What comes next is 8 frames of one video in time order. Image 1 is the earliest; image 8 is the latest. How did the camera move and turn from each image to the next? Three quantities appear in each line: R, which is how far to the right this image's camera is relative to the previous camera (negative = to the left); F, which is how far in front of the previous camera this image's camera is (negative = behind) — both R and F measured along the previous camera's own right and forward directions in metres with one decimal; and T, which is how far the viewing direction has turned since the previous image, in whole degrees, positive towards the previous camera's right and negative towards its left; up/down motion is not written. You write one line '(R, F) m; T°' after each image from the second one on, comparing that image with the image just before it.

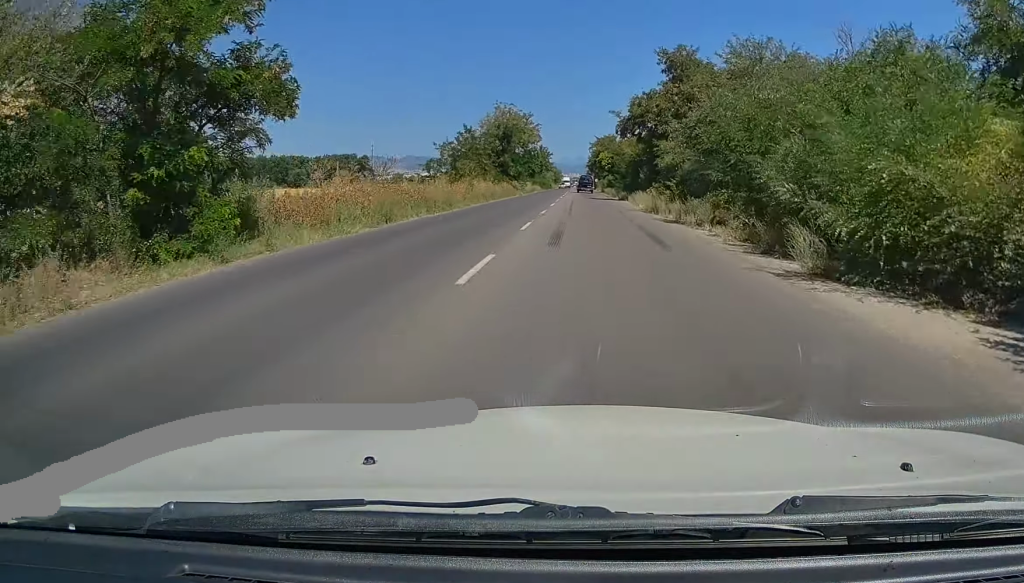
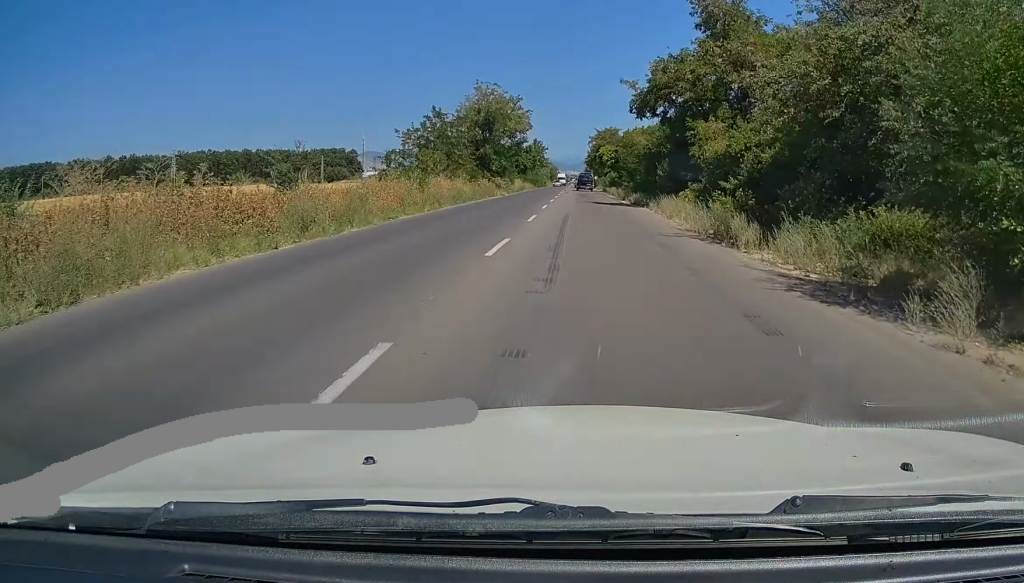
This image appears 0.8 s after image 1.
(0.0, +15.3) m; 0°
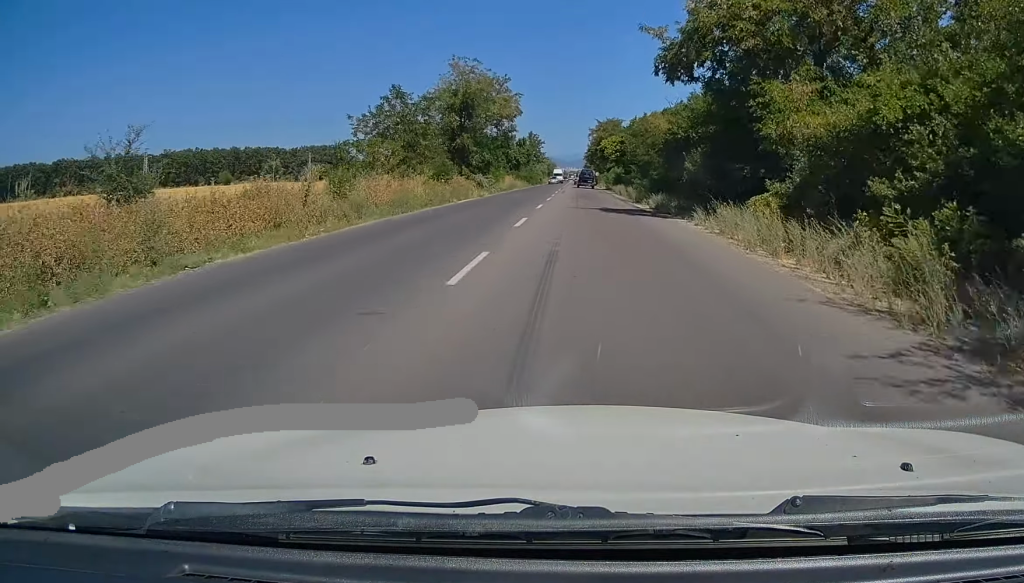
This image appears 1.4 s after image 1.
(0.0, +12.6) m; 0°
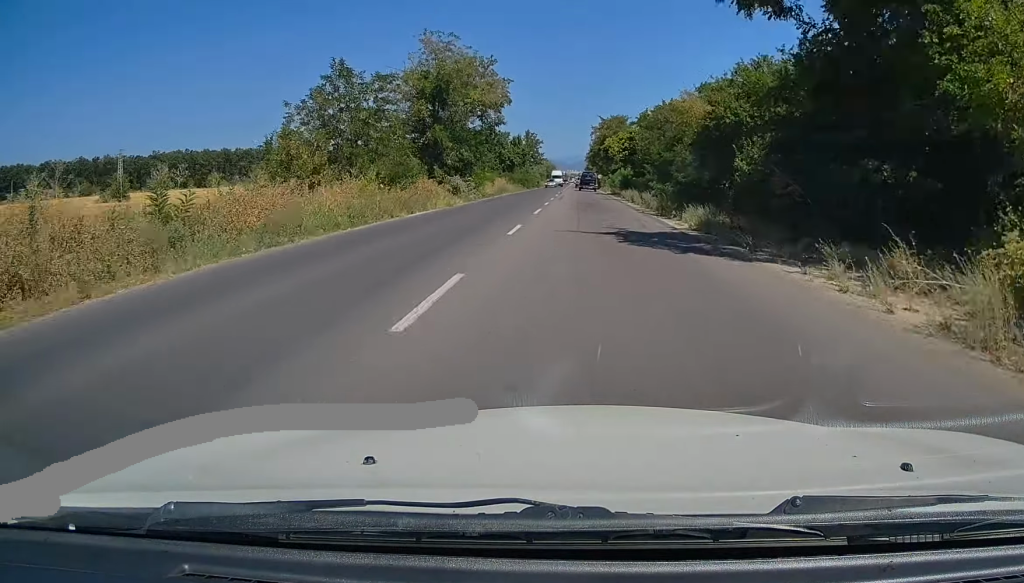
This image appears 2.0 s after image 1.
(+0.1, +11.0) m; 0°
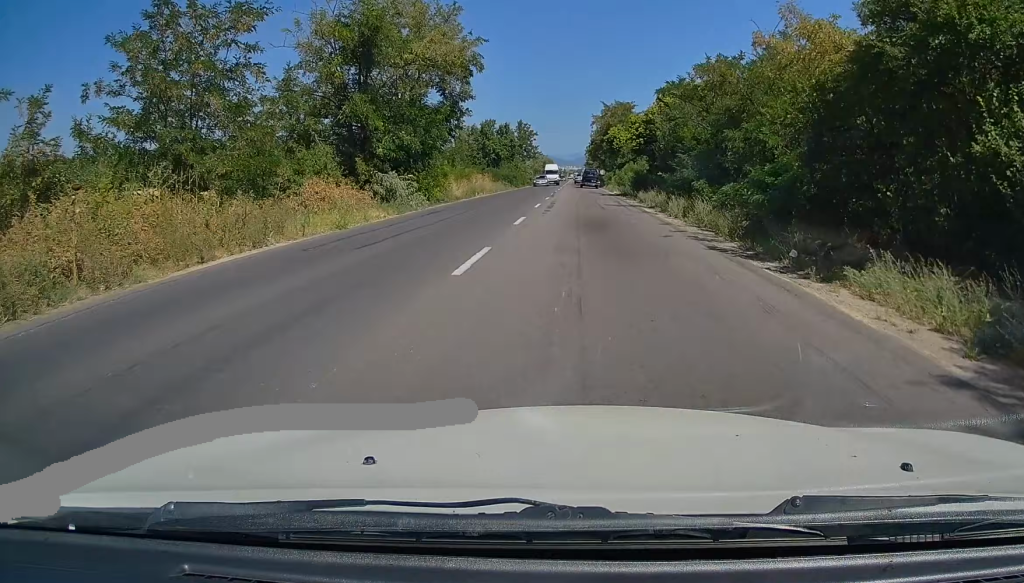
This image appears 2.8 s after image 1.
(+0.1, +15.3) m; 0°
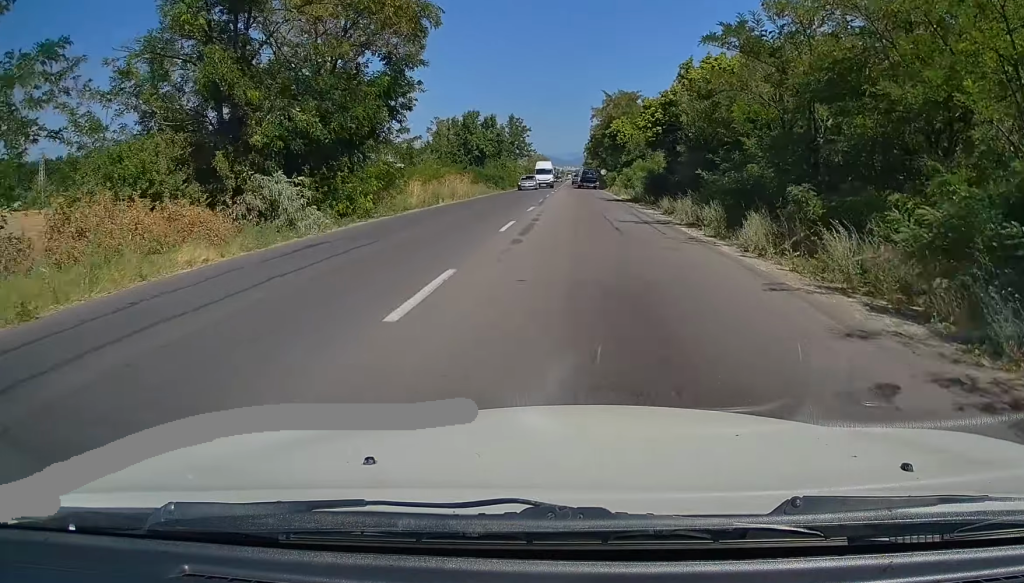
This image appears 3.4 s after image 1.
(0.0, +11.3) m; 0°
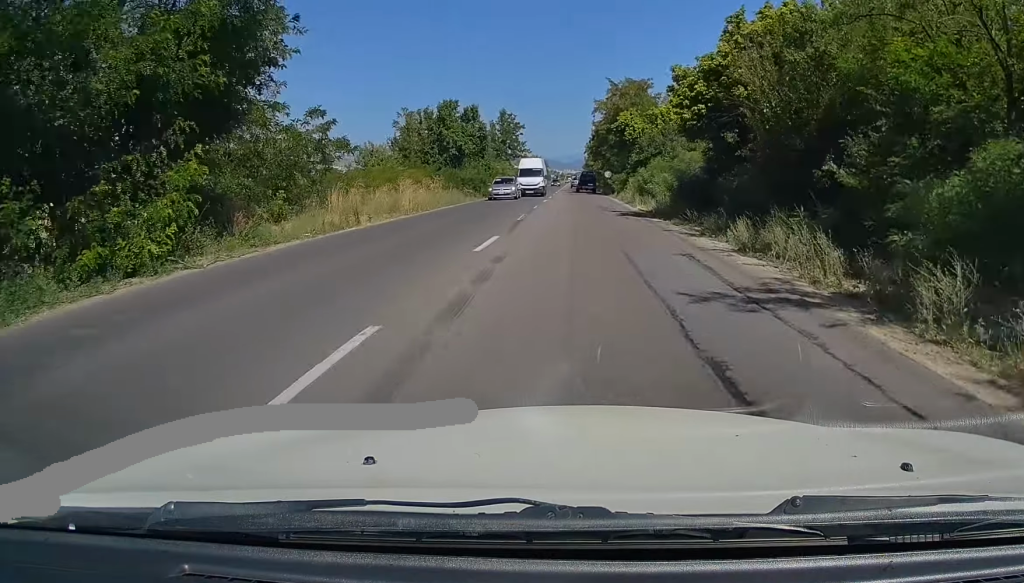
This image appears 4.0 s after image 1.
(-0.1, +12.2) m; 0°
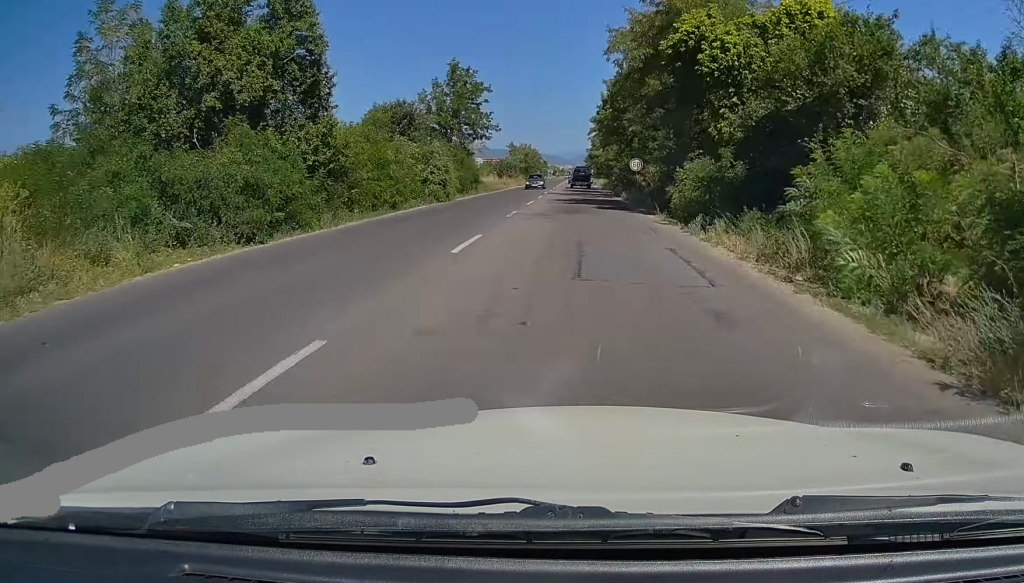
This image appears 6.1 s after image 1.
(0.0, +36.1) m; 0°
